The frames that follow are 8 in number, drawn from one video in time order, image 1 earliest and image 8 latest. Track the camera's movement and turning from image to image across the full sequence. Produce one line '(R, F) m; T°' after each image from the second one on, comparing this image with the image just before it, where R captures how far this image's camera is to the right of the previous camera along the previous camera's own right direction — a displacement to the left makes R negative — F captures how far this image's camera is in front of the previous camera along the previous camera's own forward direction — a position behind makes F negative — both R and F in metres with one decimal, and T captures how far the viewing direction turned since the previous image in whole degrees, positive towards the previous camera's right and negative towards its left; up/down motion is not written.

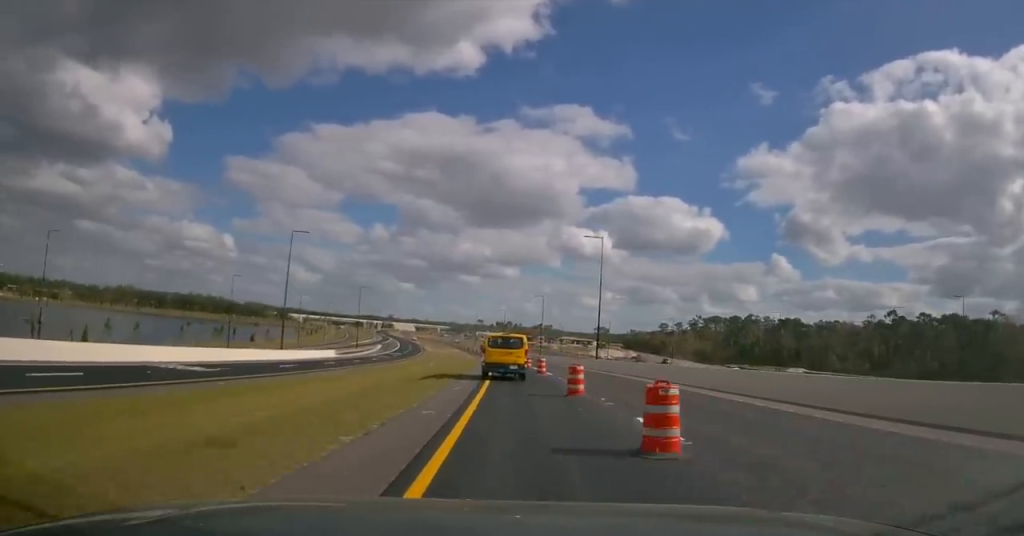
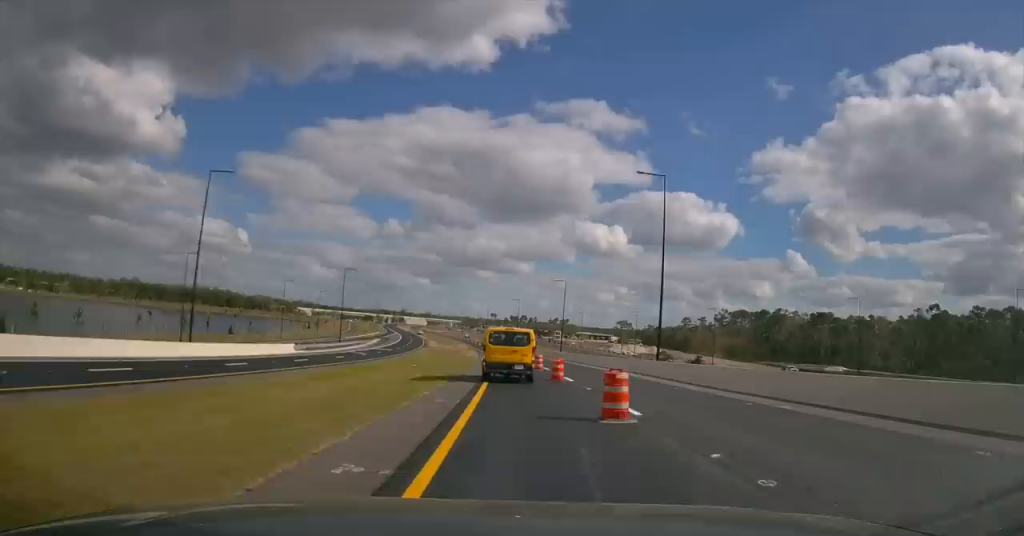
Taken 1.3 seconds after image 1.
(0.0, +21.3) m; -1°
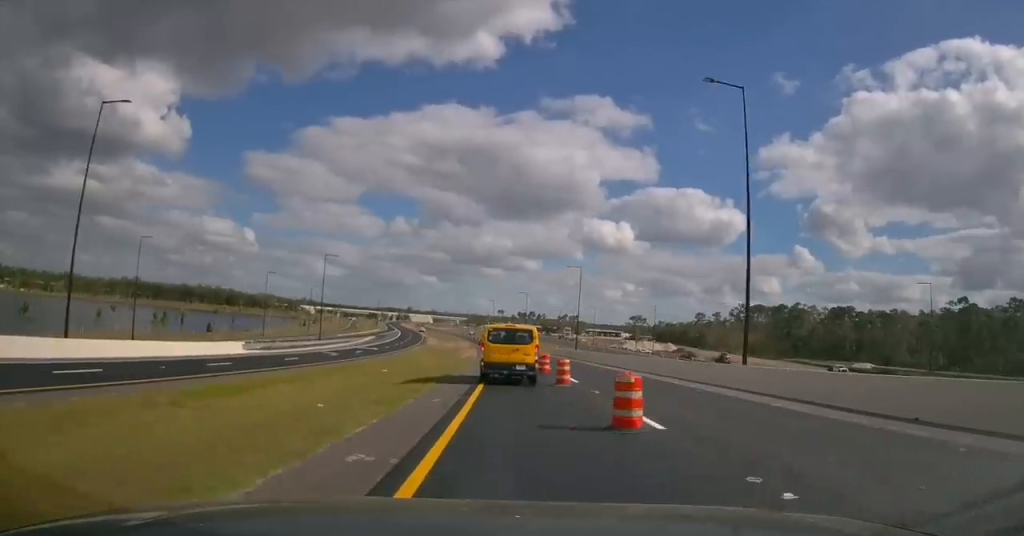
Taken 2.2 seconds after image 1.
(-0.1, +14.2) m; -1°
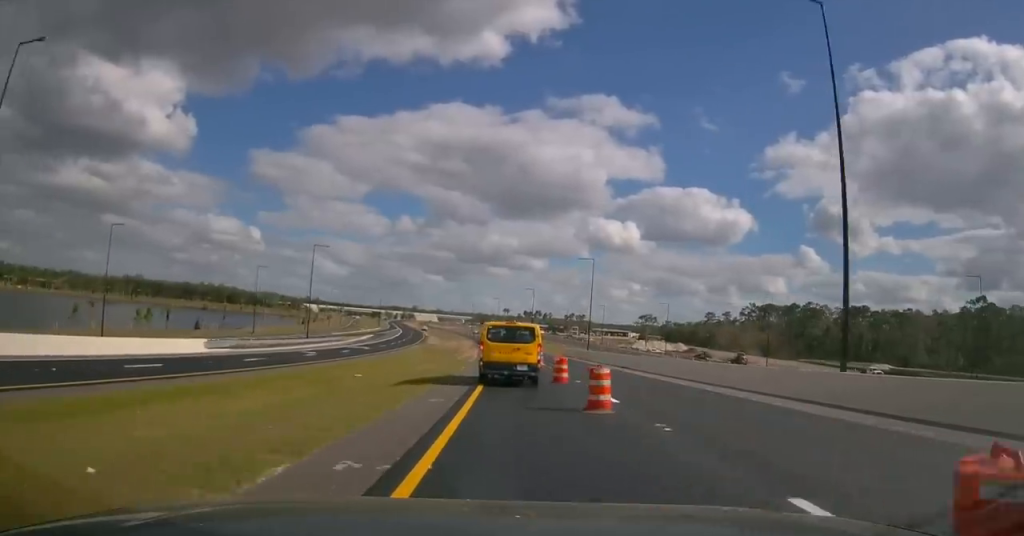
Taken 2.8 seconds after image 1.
(-0.1, +7.6) m; -1°
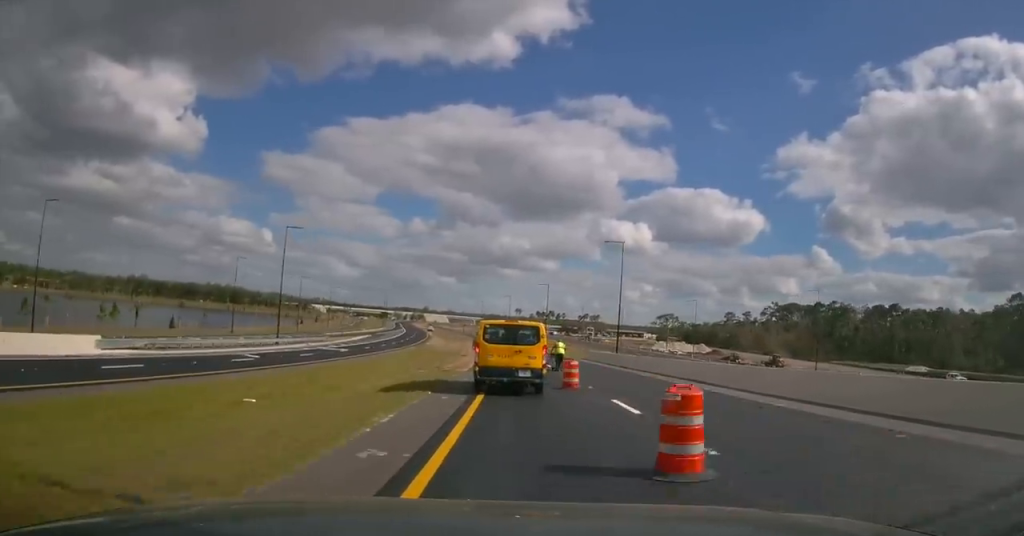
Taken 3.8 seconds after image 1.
(-0.2, +13.1) m; -2°
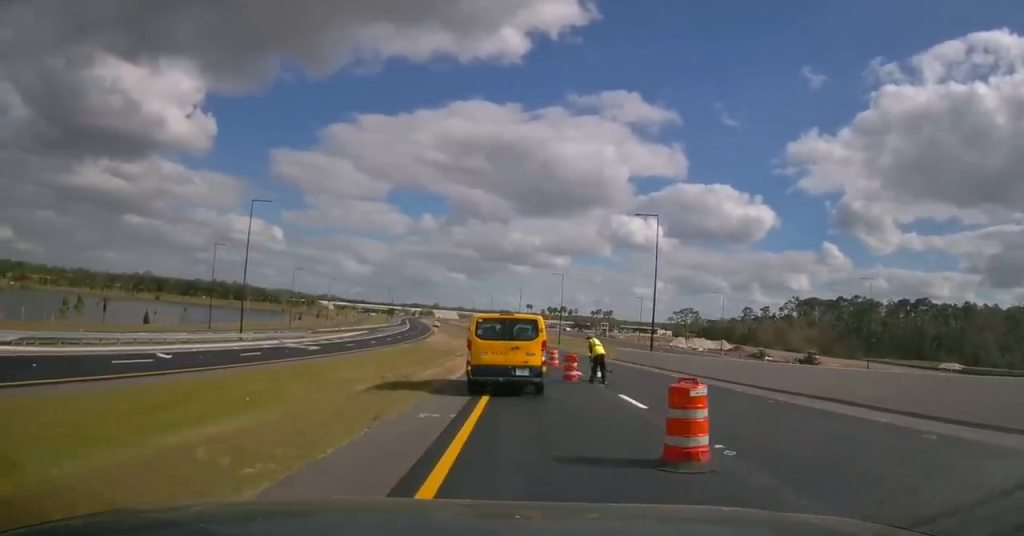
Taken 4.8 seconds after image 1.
(-0.3, +11.0) m; -2°
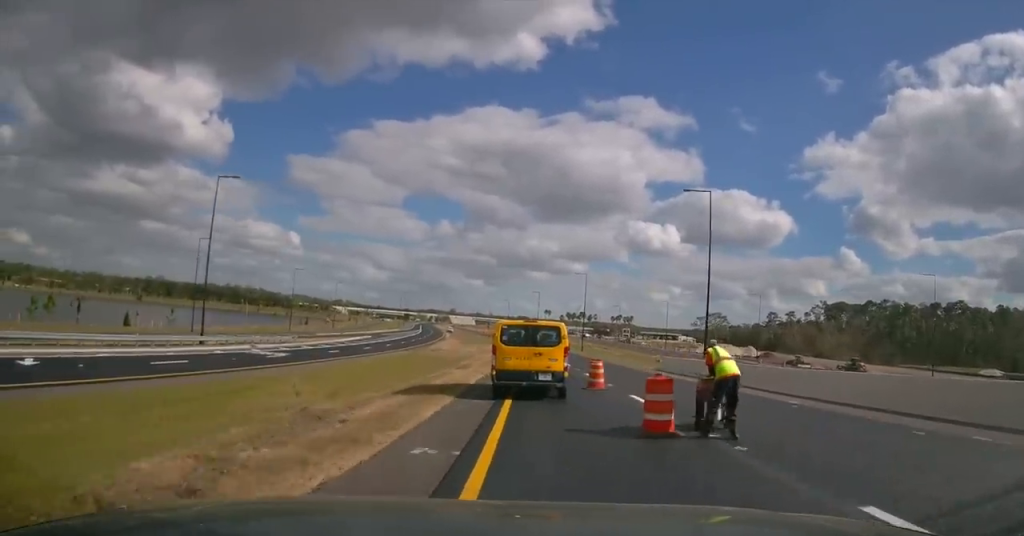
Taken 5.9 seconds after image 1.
(-0.2, +10.8) m; 0°
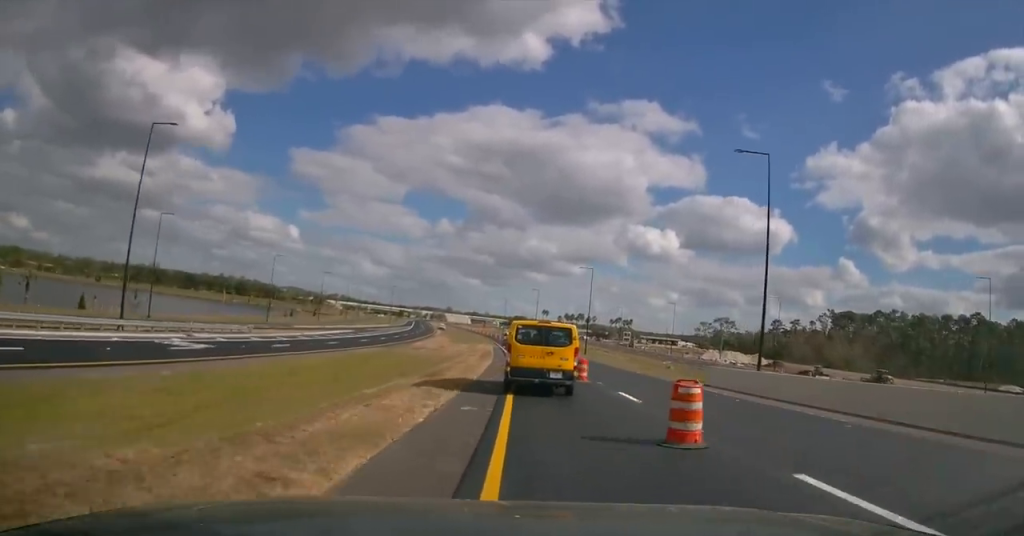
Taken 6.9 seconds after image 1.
(+0.2, +10.5) m; +1°
